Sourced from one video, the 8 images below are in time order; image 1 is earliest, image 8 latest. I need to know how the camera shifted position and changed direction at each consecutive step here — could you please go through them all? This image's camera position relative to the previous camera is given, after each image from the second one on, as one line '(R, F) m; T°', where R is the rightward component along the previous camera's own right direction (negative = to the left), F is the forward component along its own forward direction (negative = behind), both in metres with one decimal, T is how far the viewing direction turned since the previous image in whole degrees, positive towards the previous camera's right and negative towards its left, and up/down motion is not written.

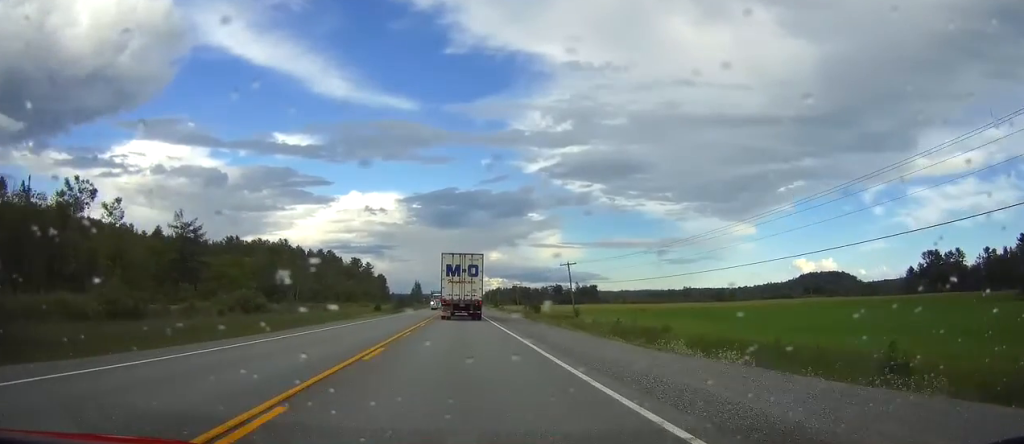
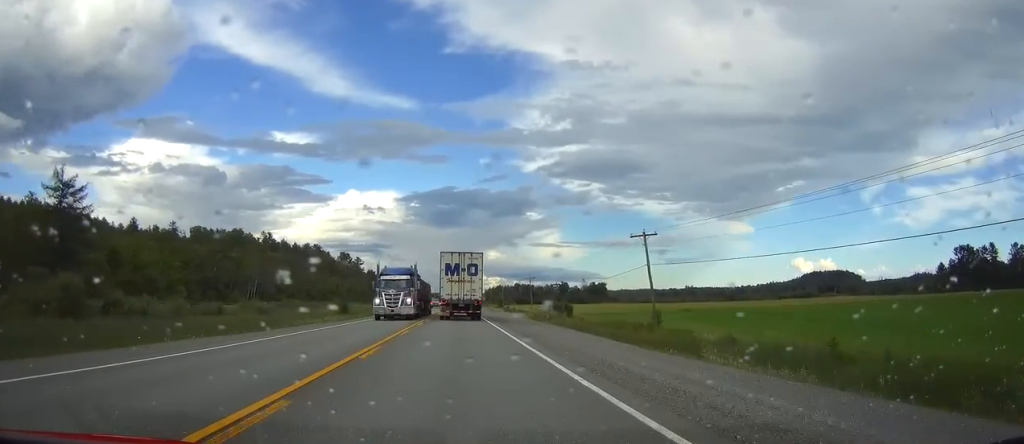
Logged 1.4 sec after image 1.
(+0.2, +36.5) m; 0°
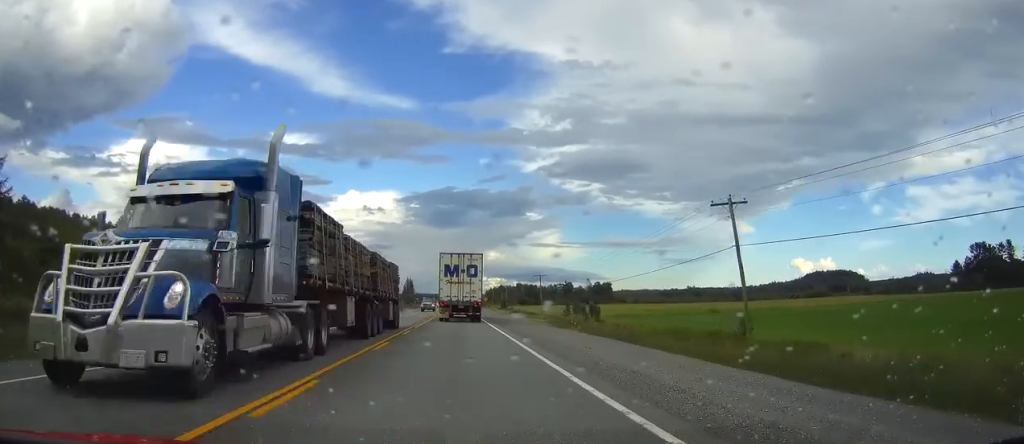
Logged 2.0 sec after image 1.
(0.0, +16.6) m; 0°
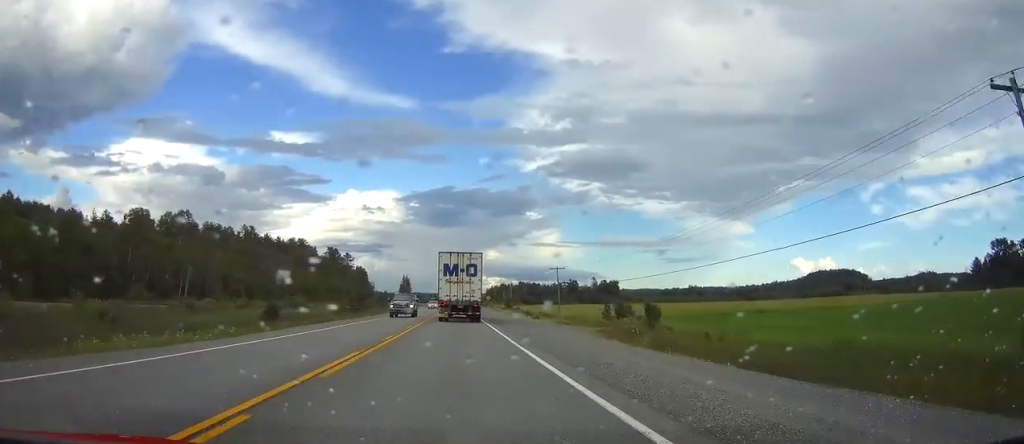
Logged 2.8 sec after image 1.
(-0.1, +21.0) m; 0°
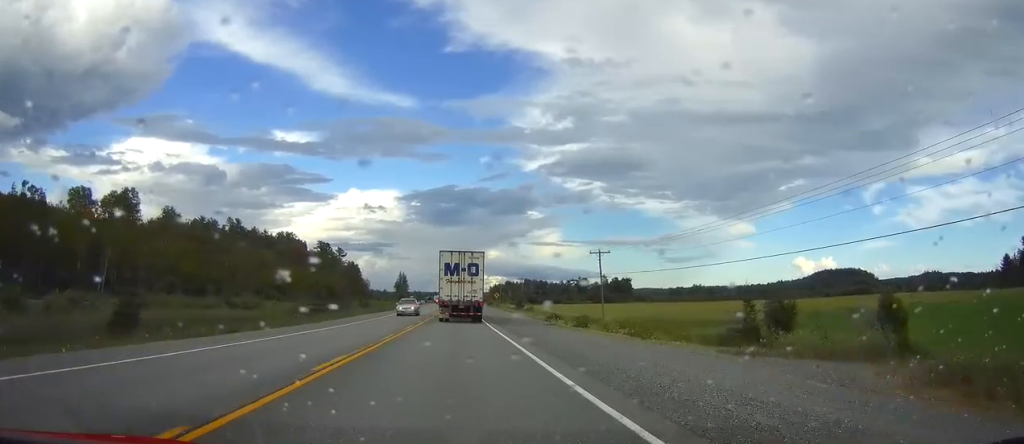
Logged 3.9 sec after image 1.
(0.0, +28.0) m; 0°
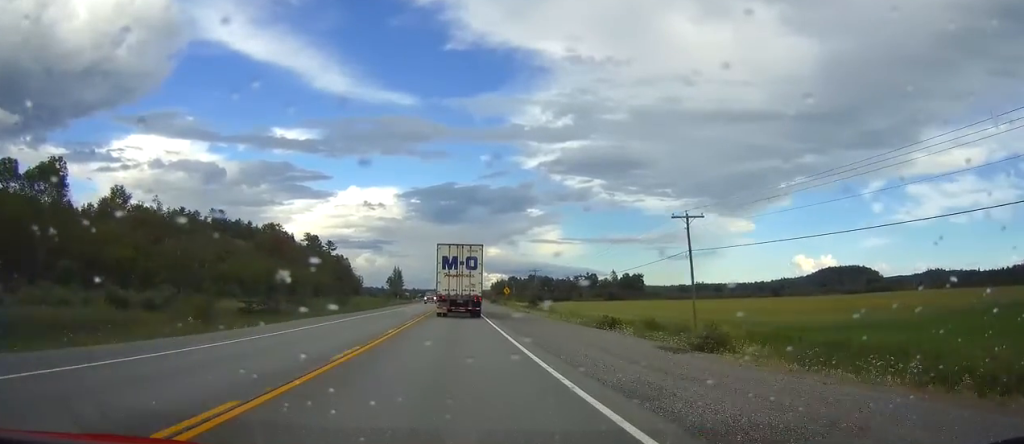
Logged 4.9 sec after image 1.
(0.0, +26.4) m; 0°
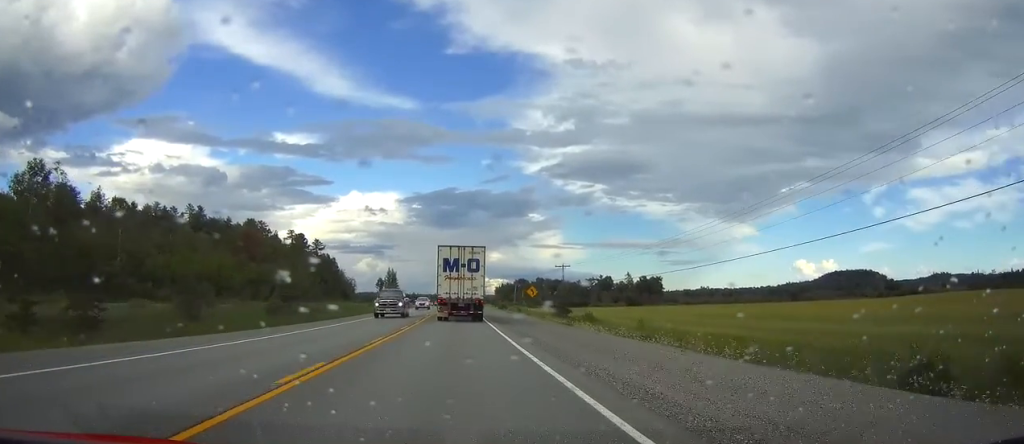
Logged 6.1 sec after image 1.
(-0.1, +31.6) m; 0°
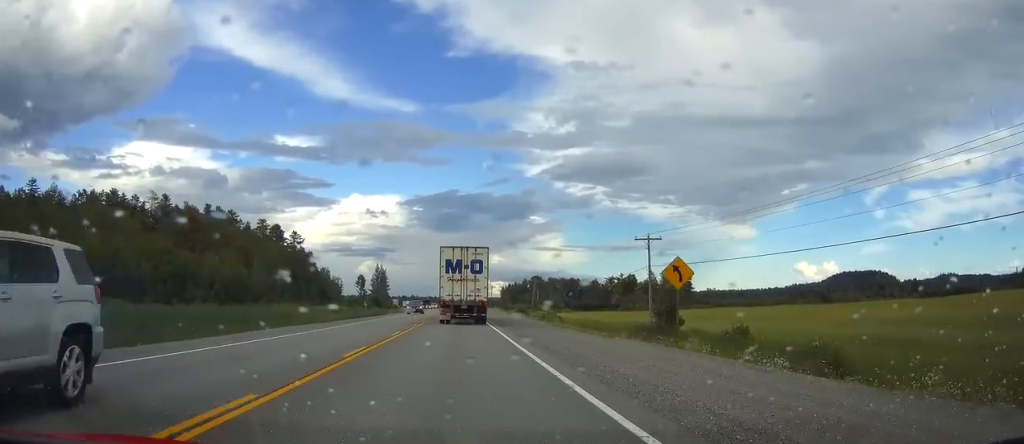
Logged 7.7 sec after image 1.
(0.0, +42.0) m; 0°
